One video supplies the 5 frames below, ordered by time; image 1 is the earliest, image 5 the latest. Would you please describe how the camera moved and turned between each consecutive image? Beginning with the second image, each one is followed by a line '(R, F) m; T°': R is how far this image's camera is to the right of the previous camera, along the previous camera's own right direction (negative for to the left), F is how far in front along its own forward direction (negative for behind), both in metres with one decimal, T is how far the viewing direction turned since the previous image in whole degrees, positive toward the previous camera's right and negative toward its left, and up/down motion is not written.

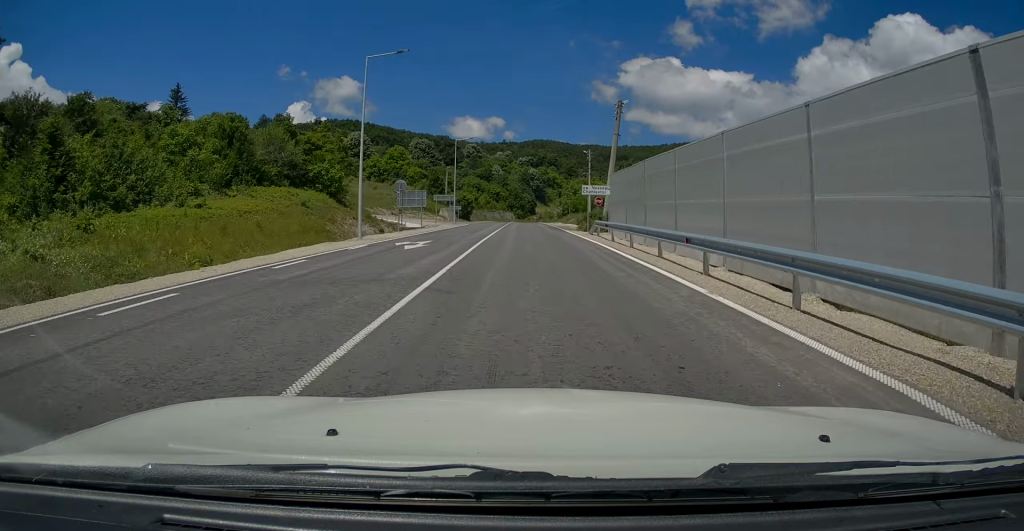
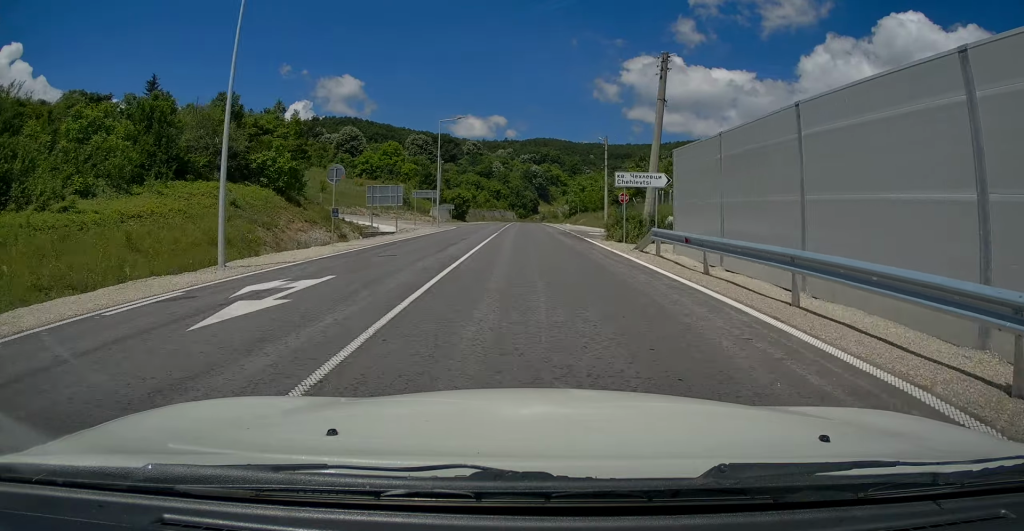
(-0.3, +11.9) m; 0°
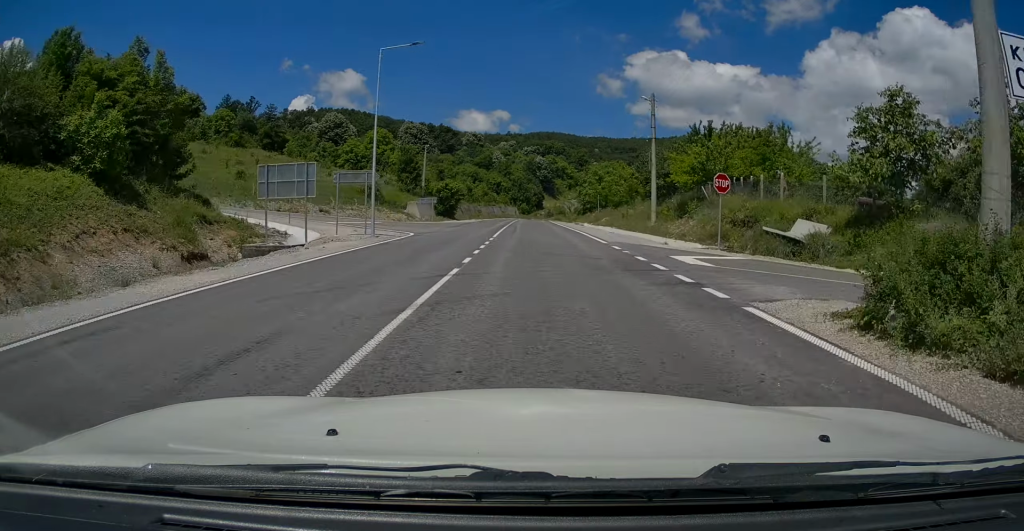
(+0.4, +19.2) m; 0°
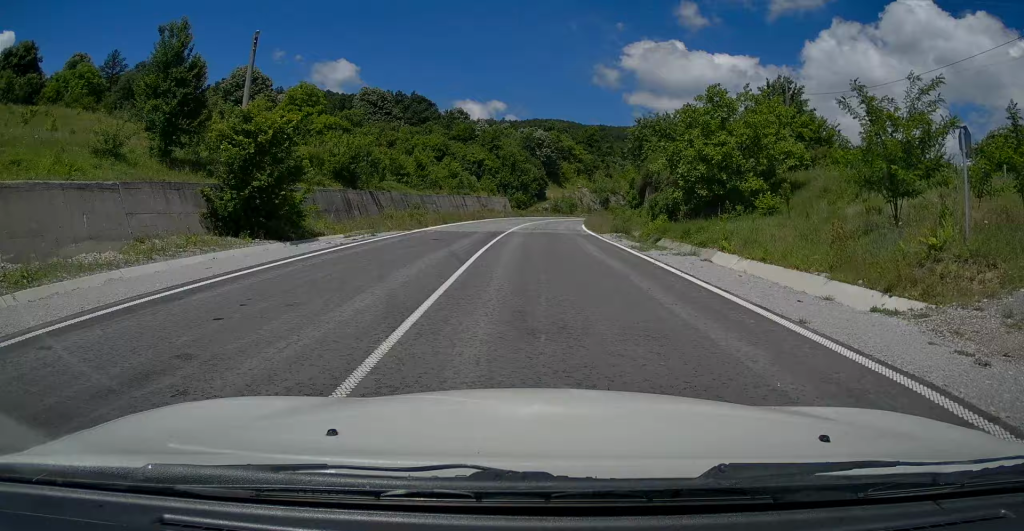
(+0.1, +55.0) m; +1°
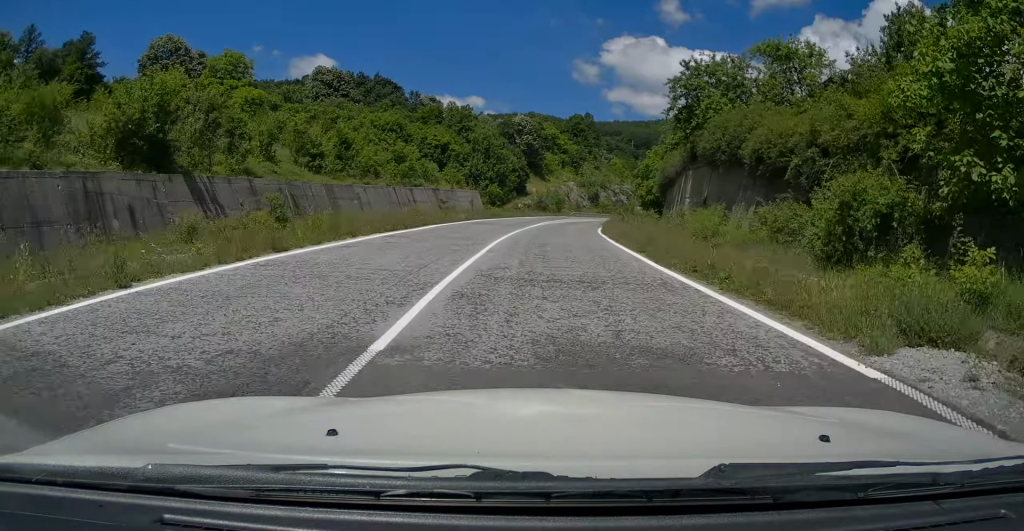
(0.0, +22.9) m; +1°
